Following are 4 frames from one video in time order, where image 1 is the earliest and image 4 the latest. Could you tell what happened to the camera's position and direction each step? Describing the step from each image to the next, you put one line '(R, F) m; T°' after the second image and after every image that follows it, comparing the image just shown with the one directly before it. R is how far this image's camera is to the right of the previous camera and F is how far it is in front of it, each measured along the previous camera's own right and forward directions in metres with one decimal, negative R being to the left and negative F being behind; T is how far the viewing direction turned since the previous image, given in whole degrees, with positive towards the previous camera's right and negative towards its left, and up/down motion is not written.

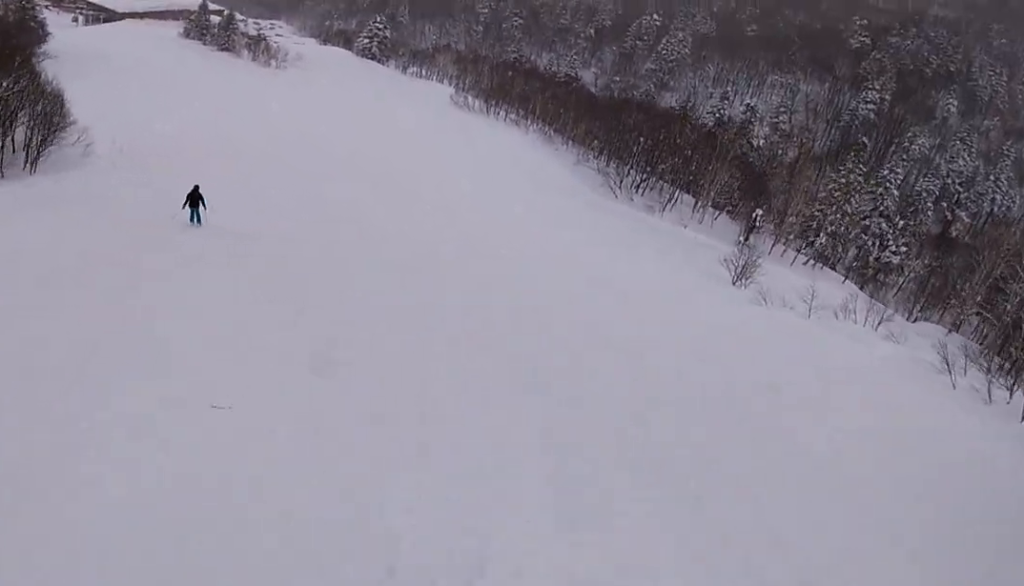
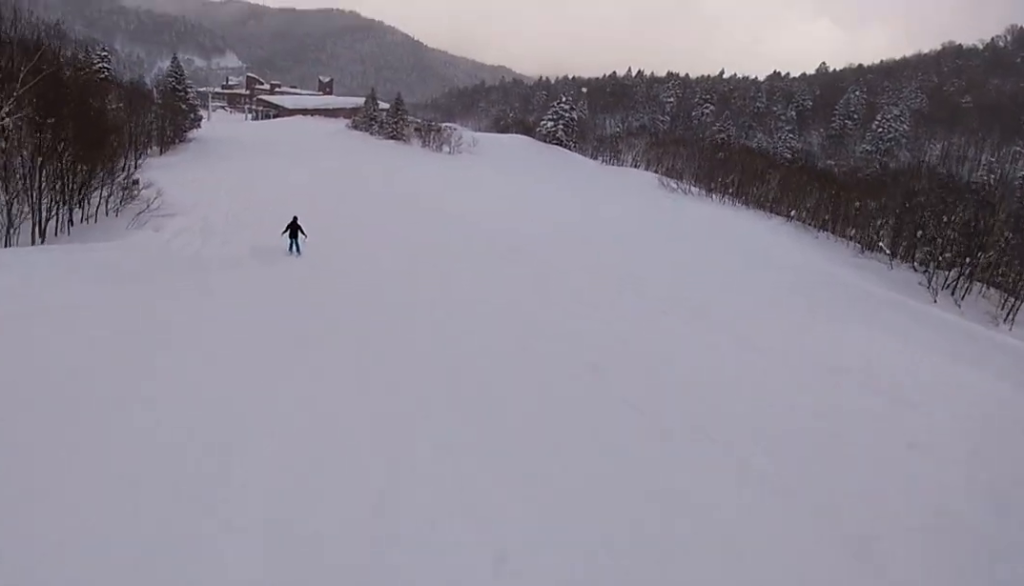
(-4.8, +21.9) m; -18°
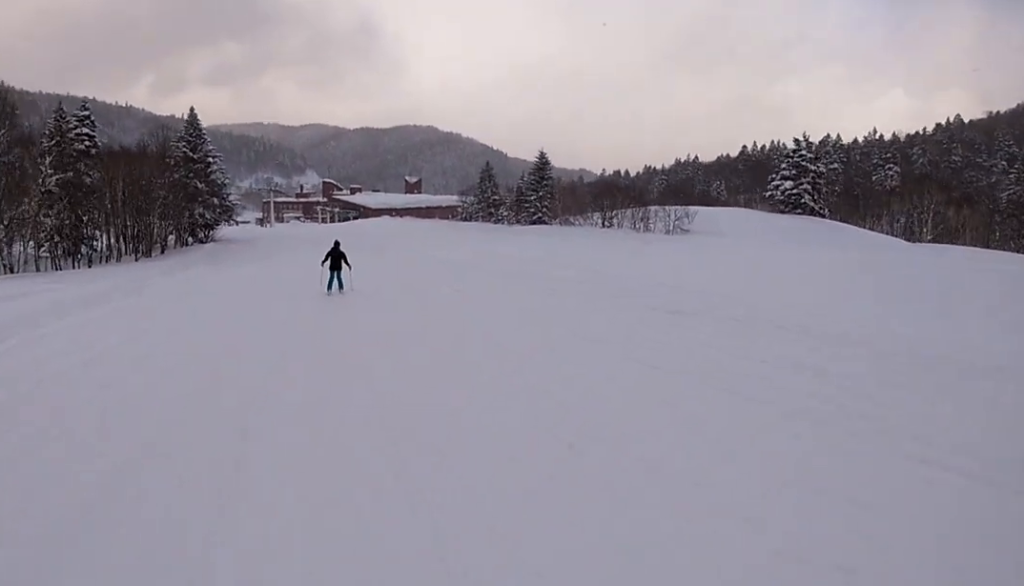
(-5.0, +52.4) m; -10°
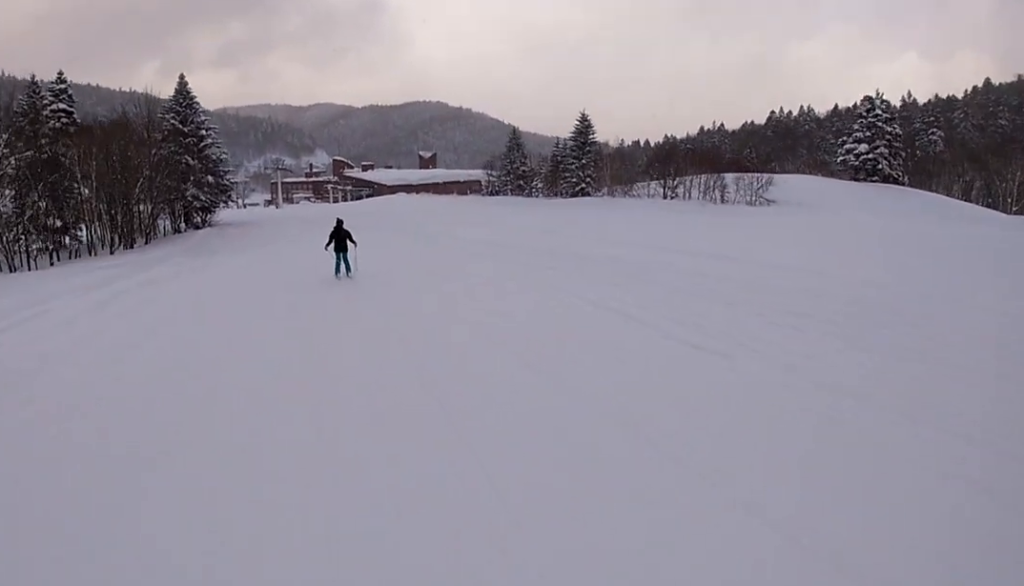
(-0.8, +10.2) m; -7°
